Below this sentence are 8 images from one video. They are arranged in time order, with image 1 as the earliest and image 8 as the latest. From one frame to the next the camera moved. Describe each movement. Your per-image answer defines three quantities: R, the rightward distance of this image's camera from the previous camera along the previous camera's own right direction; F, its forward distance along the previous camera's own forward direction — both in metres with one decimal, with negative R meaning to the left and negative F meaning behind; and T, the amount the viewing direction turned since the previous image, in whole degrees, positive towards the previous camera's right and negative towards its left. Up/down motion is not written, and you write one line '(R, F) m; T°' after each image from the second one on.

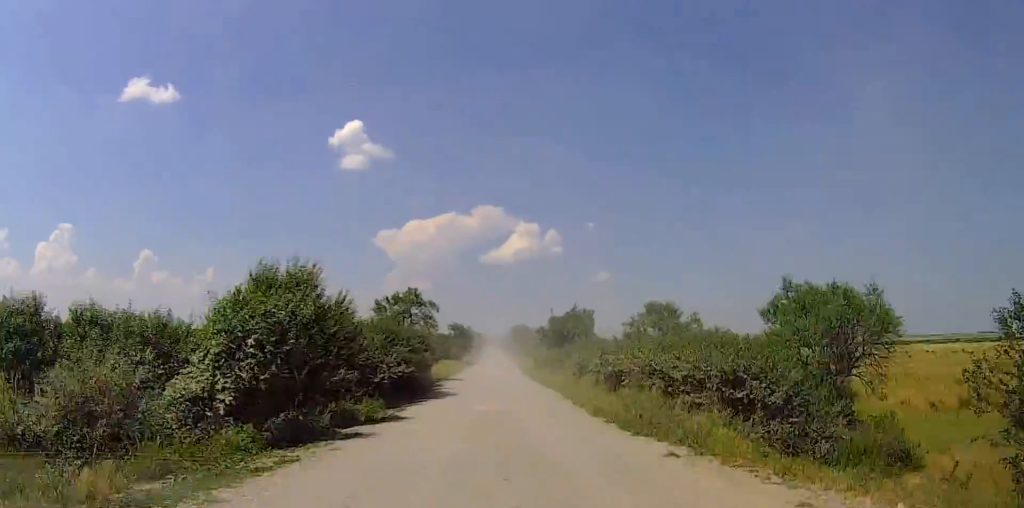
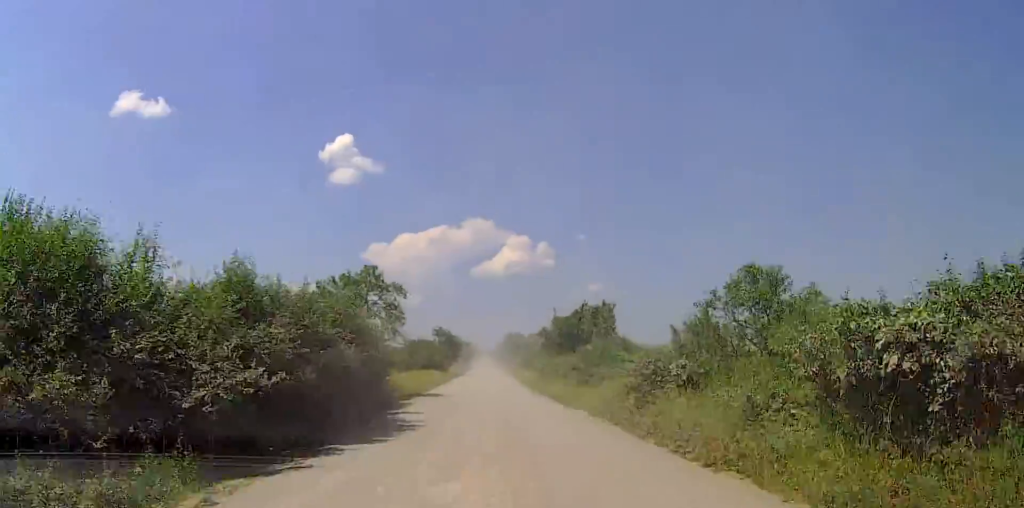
(+0.2, +13.5) m; 0°
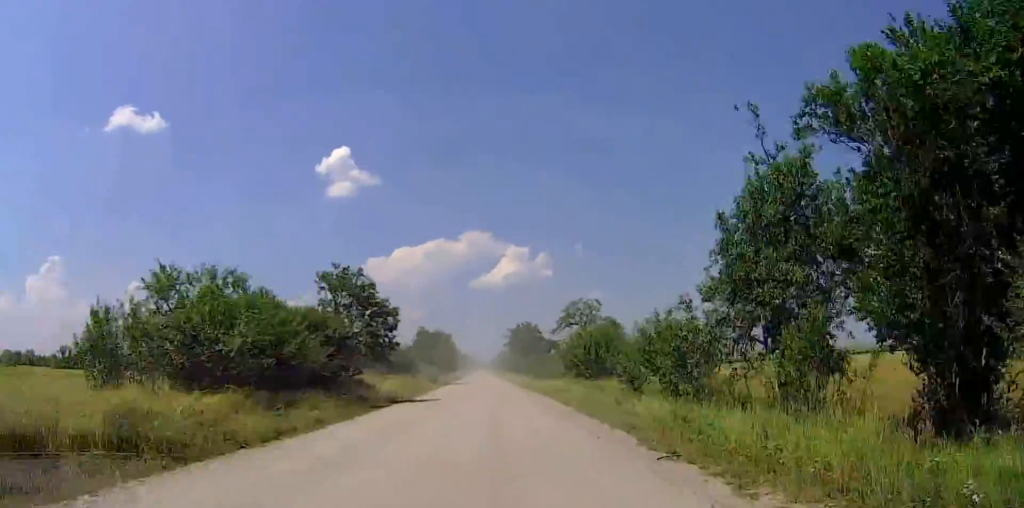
(-0.5, +51.0) m; +1°
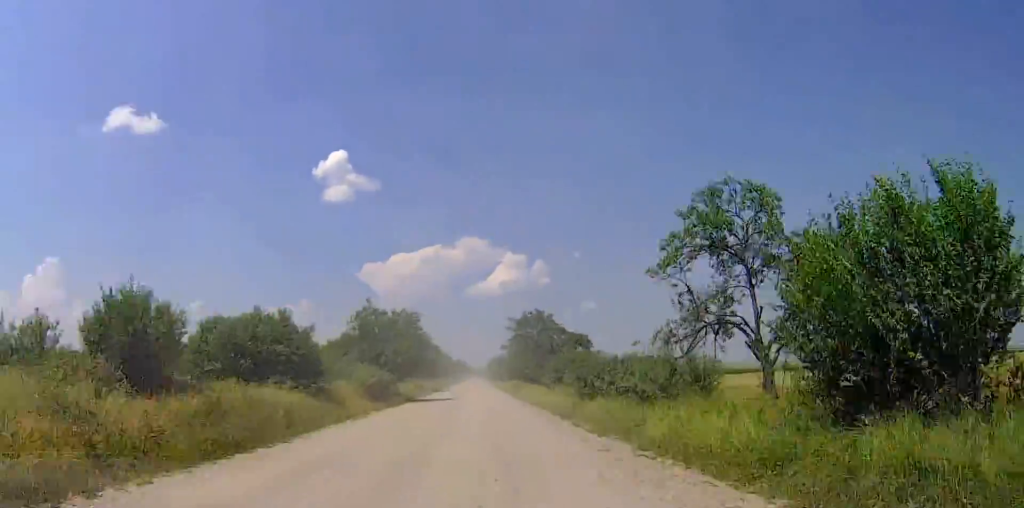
(+0.5, +26.7) m; +1°
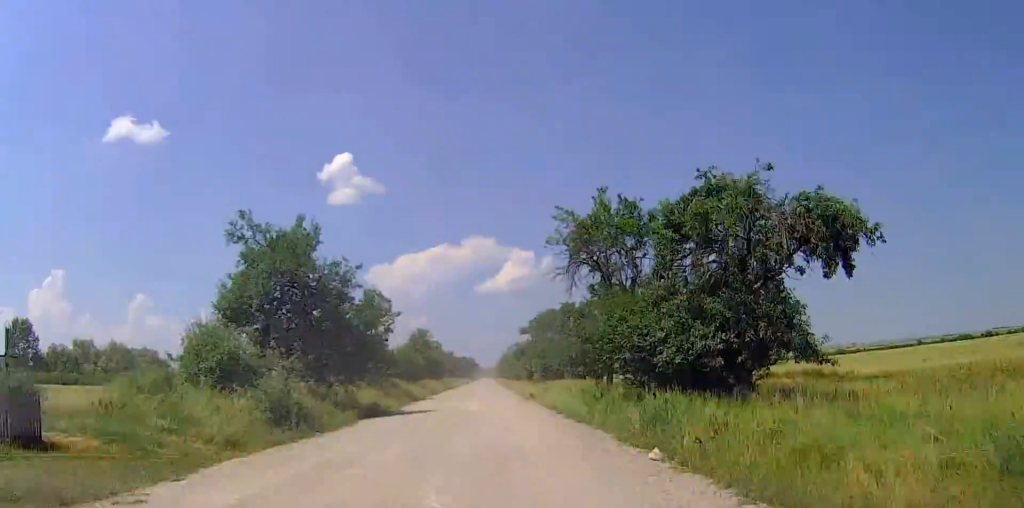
(-0.4, +37.3) m; -2°
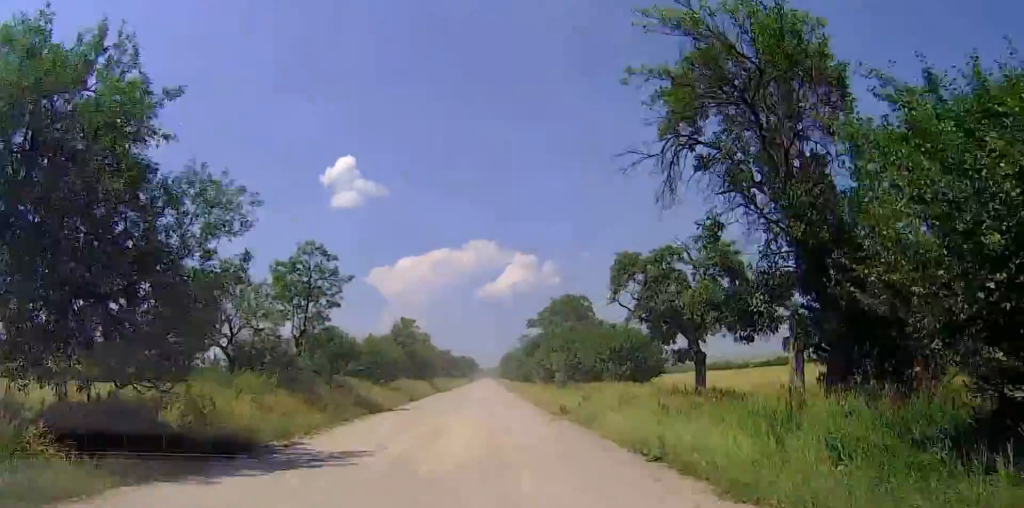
(-0.3, +14.1) m; -1°
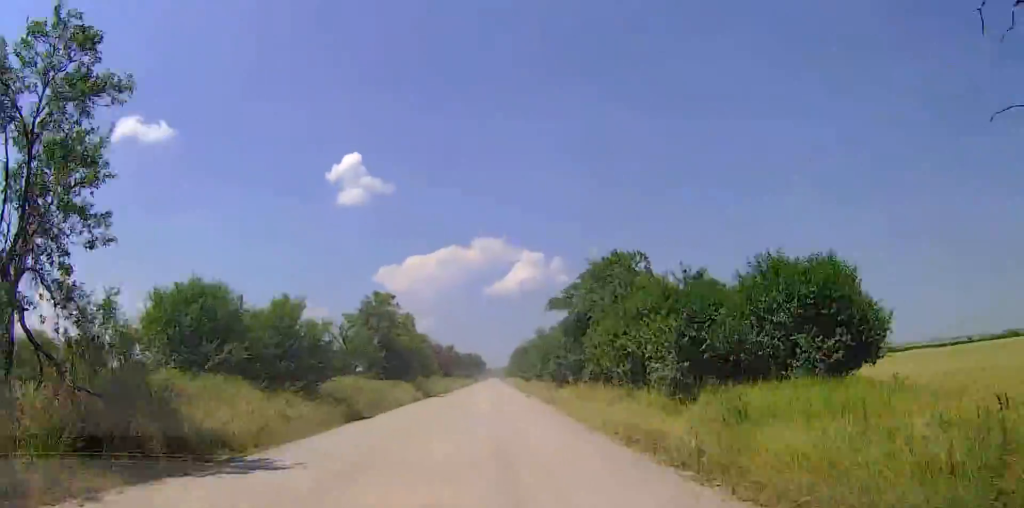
(+0.2, +15.6) m; +1°
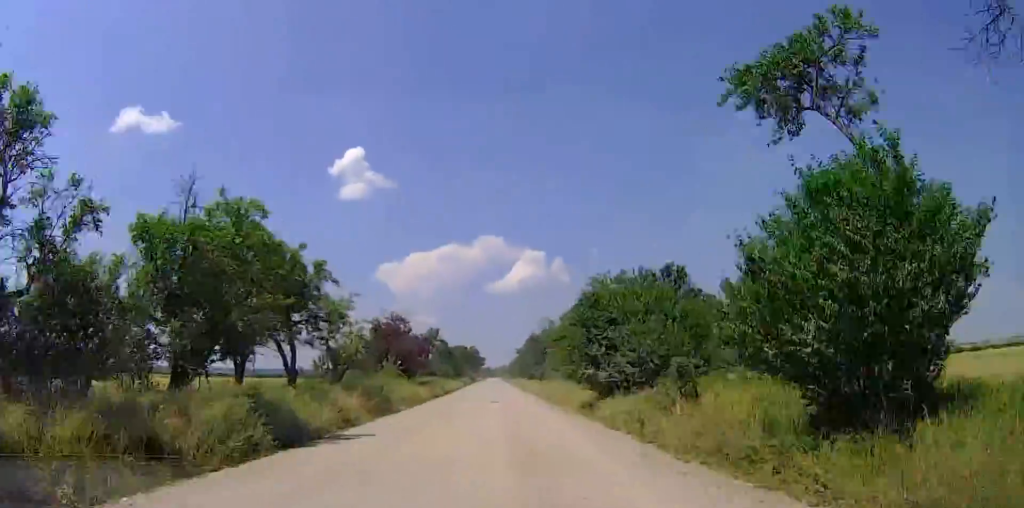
(+0.5, +35.5) m; 0°
